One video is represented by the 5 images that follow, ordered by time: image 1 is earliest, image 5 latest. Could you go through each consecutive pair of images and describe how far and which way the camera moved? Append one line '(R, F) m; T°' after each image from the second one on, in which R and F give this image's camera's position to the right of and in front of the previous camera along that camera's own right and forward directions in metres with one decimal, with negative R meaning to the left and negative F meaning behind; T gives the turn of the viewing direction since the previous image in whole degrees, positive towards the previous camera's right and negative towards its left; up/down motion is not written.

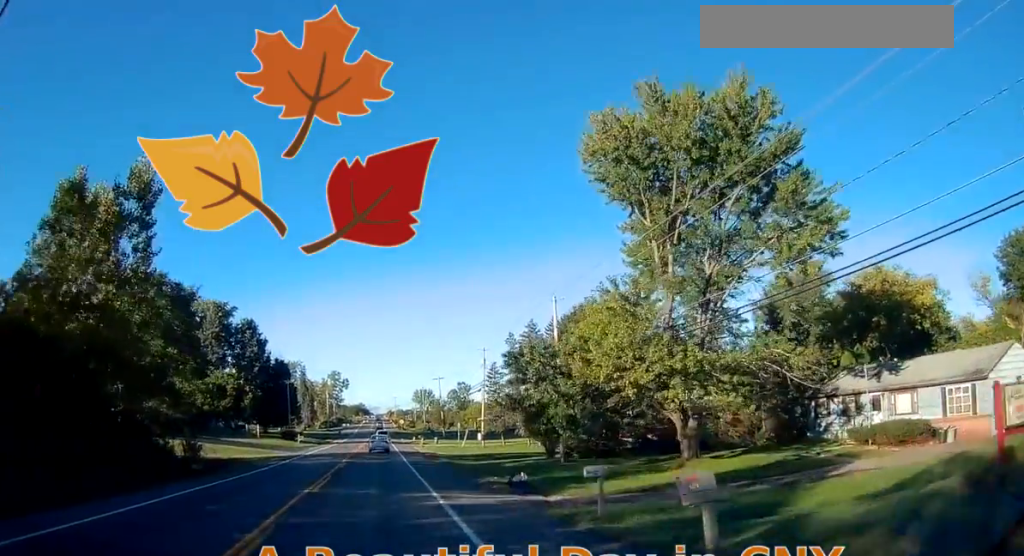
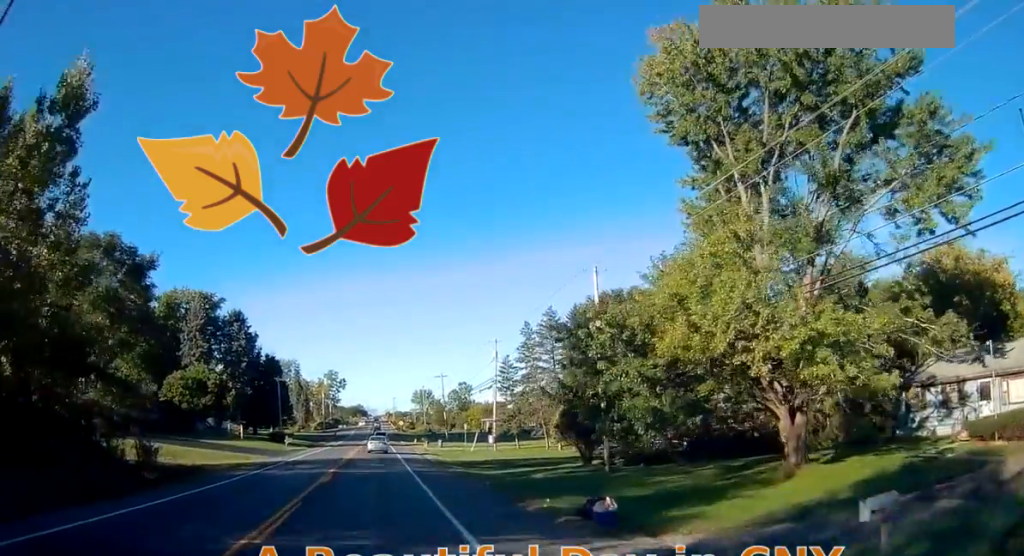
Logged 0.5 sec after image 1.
(0.0, +8.8) m; 0°
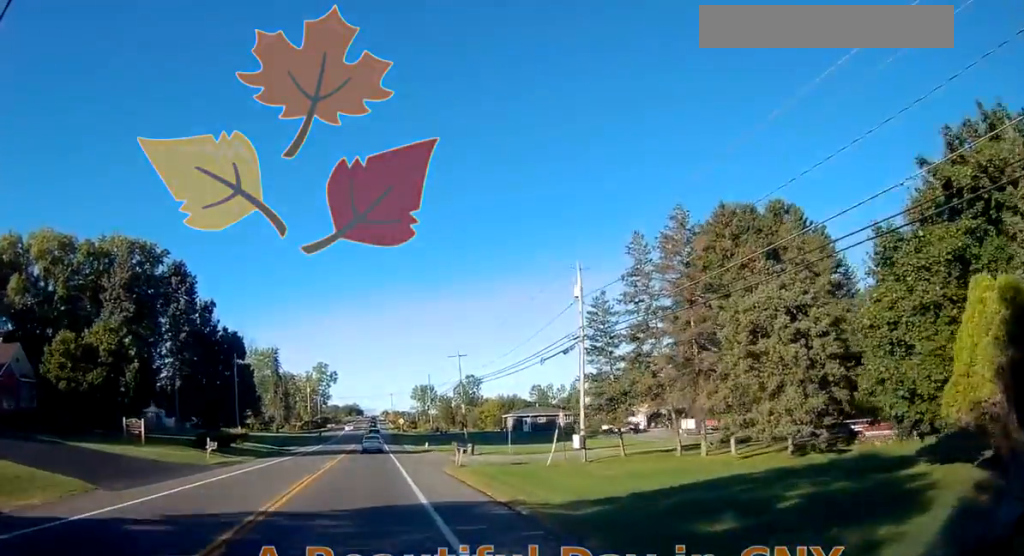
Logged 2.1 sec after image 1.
(0.0, +28.9) m; 0°
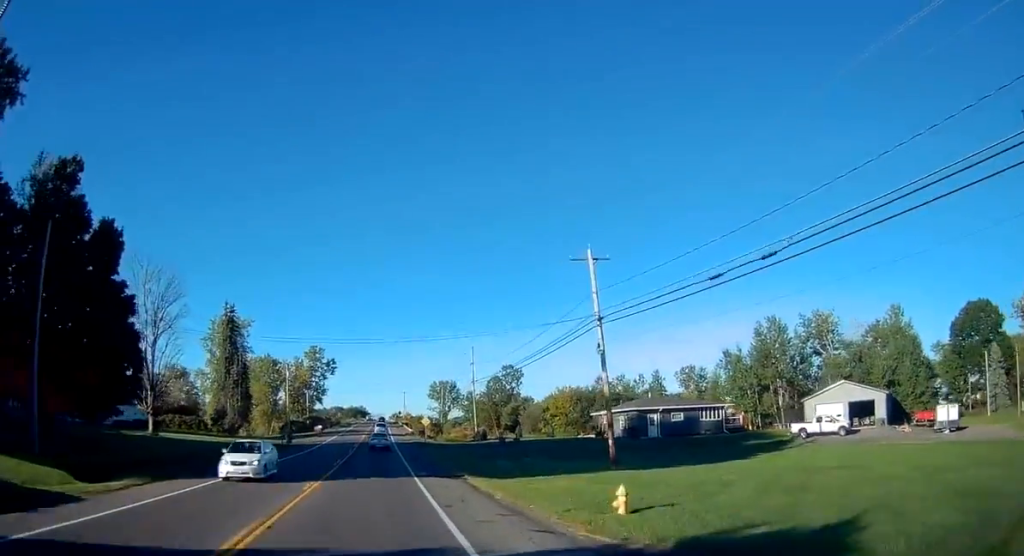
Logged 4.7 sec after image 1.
(-0.5, +48.0) m; 0°
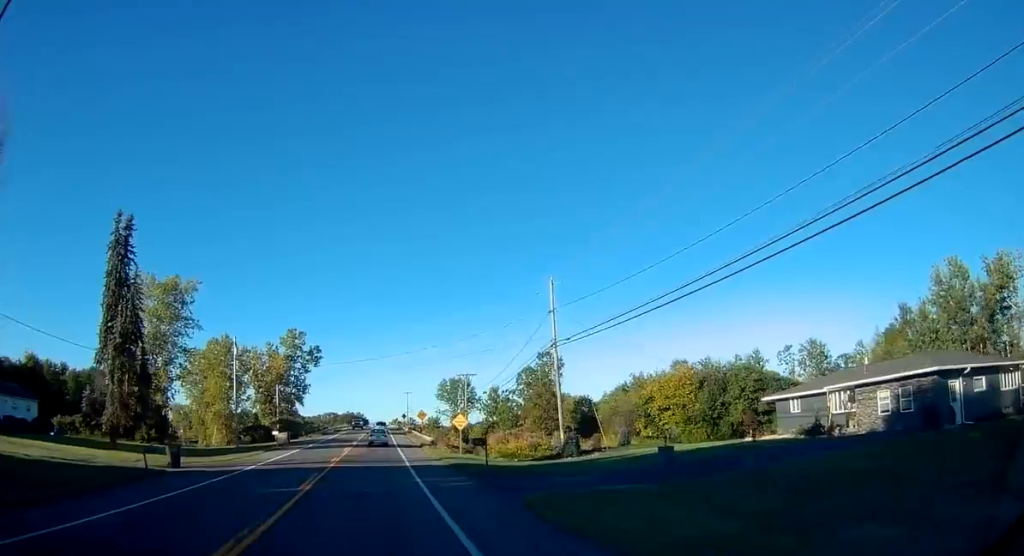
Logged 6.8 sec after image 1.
(0.0, +37.9) m; 0°
